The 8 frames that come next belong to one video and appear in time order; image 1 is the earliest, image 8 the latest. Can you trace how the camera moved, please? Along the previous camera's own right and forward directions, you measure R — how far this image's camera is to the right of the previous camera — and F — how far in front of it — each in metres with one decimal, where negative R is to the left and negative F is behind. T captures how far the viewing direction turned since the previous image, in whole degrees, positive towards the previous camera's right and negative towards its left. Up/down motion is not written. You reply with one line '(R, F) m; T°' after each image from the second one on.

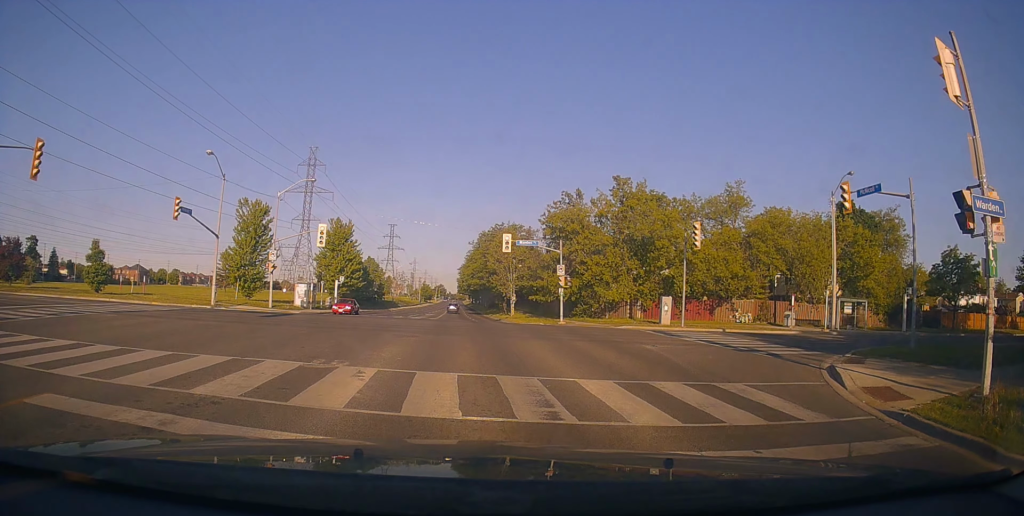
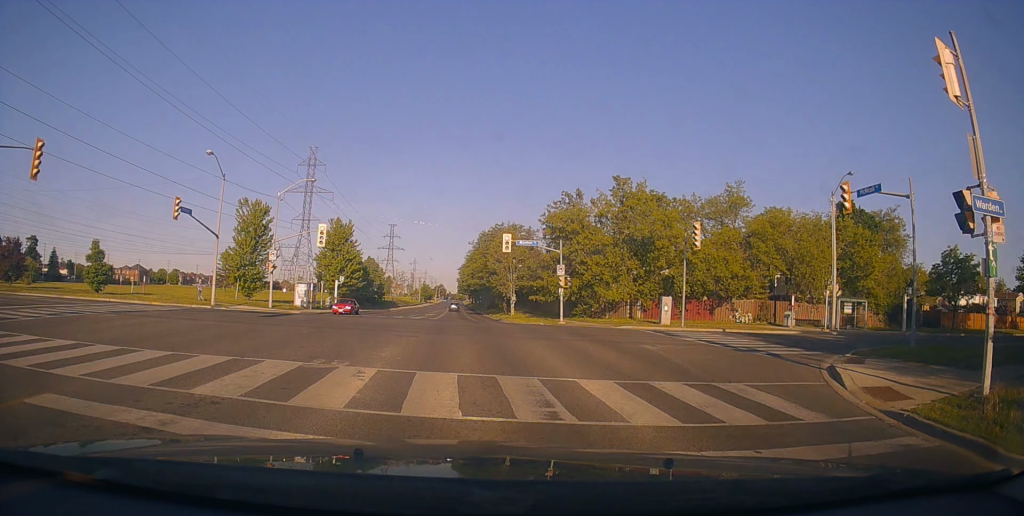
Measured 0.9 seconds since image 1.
(0.0, 0.0) m; 0°
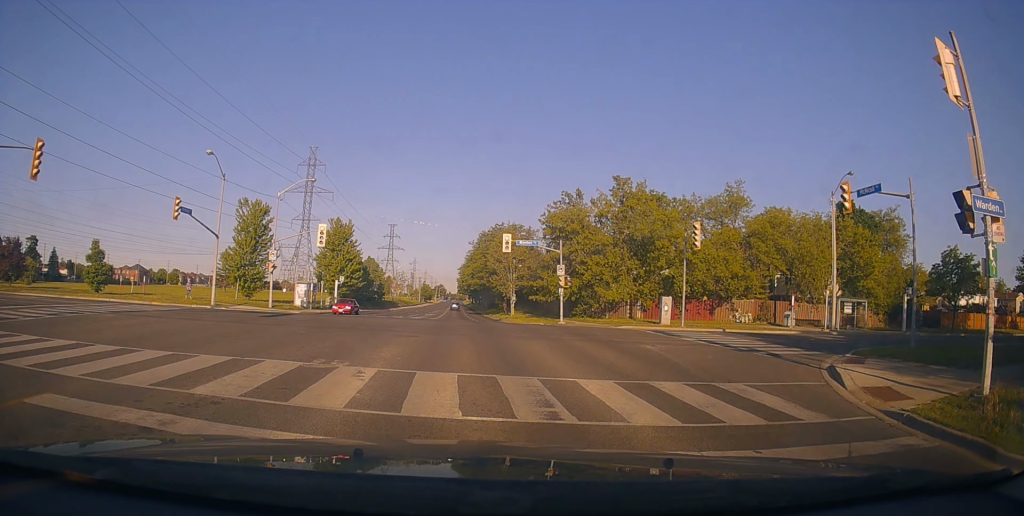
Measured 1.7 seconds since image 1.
(0.0, 0.0) m; 0°
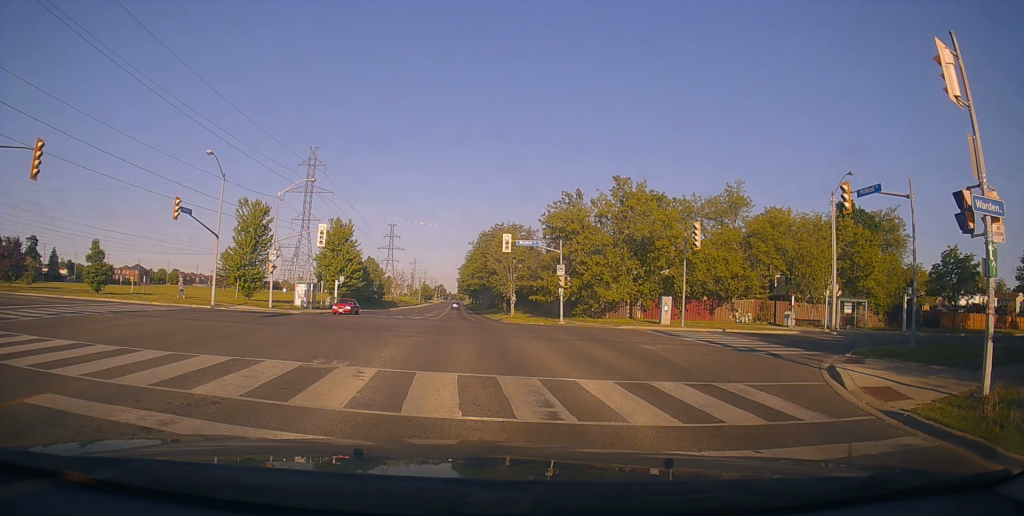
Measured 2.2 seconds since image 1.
(0.0, 0.0) m; 0°
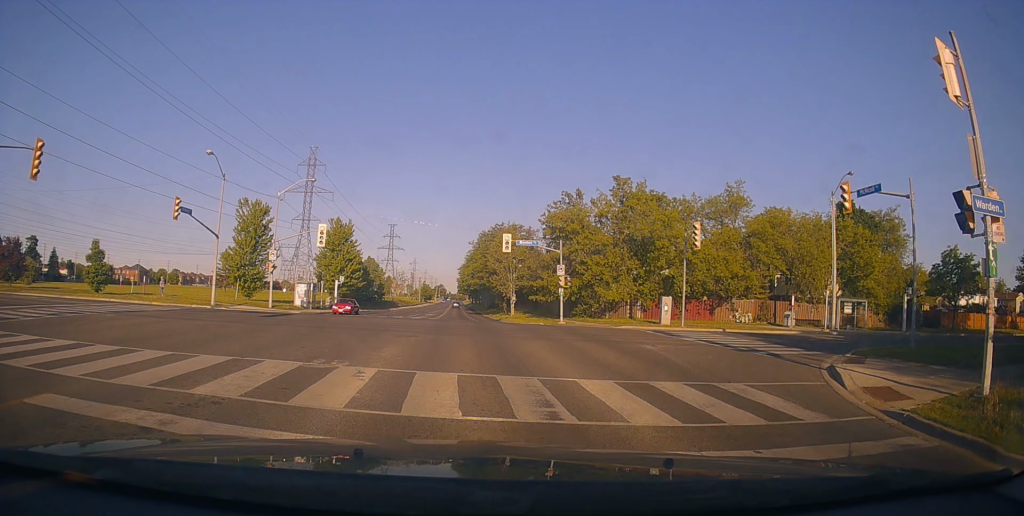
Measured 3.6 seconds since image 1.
(0.0, 0.0) m; 0°
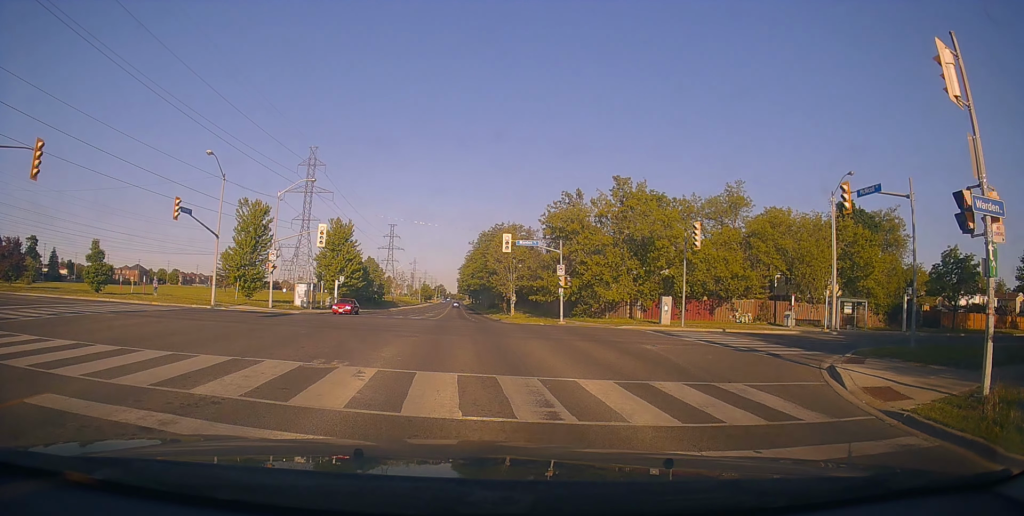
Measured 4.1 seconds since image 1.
(0.0, 0.0) m; 0°
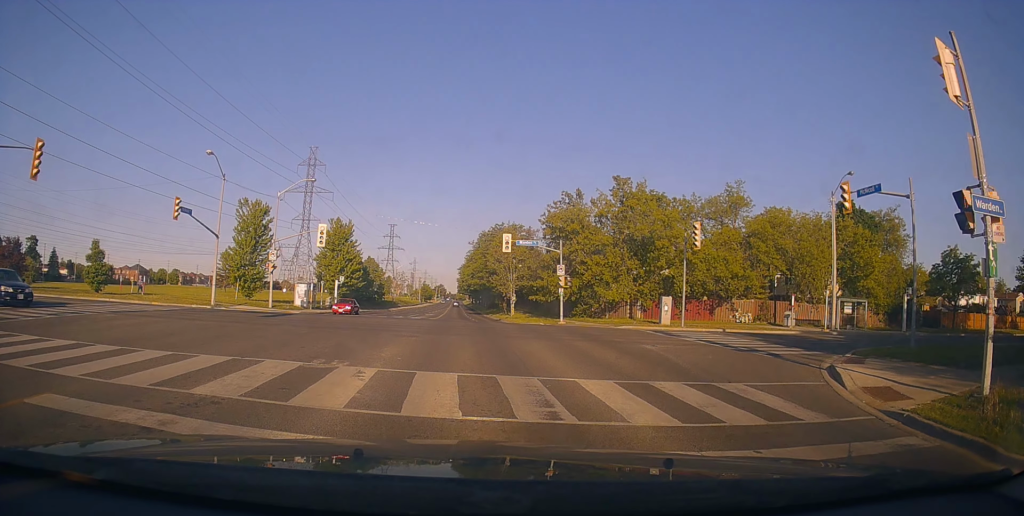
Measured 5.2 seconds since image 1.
(0.0, 0.0) m; 0°
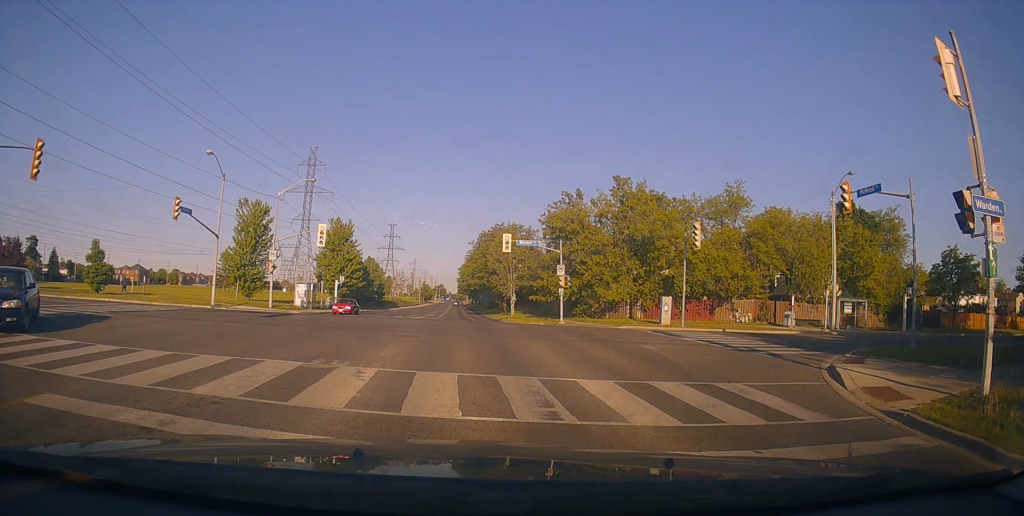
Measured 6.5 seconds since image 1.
(0.0, 0.0) m; 0°
